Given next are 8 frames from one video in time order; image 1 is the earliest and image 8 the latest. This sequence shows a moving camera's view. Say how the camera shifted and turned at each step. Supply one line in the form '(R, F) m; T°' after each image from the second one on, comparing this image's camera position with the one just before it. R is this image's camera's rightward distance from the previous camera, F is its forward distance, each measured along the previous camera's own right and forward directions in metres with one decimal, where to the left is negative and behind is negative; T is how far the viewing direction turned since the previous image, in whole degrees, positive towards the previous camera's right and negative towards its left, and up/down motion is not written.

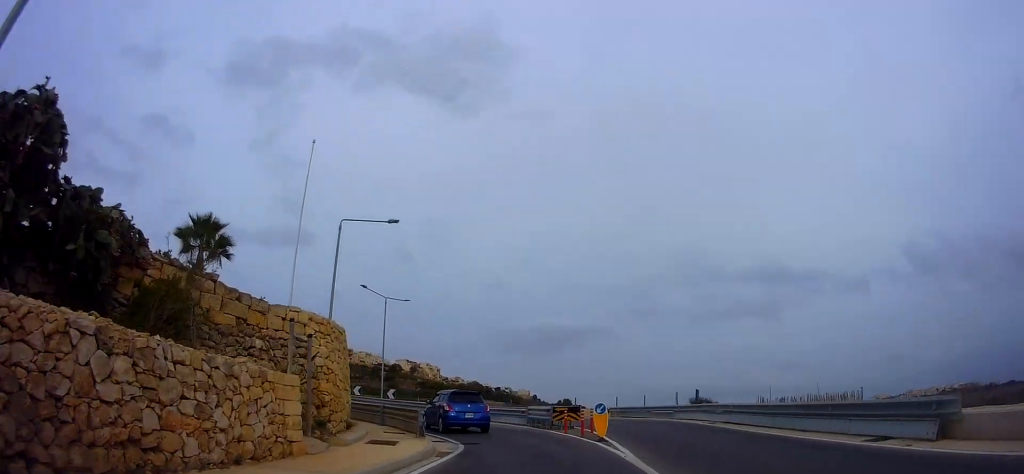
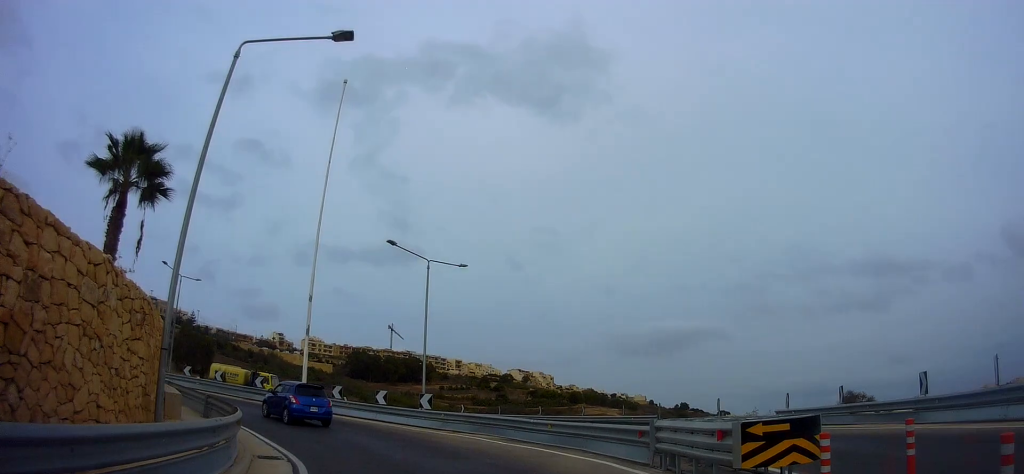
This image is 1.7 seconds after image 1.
(-0.7, +16.7) m; -8°
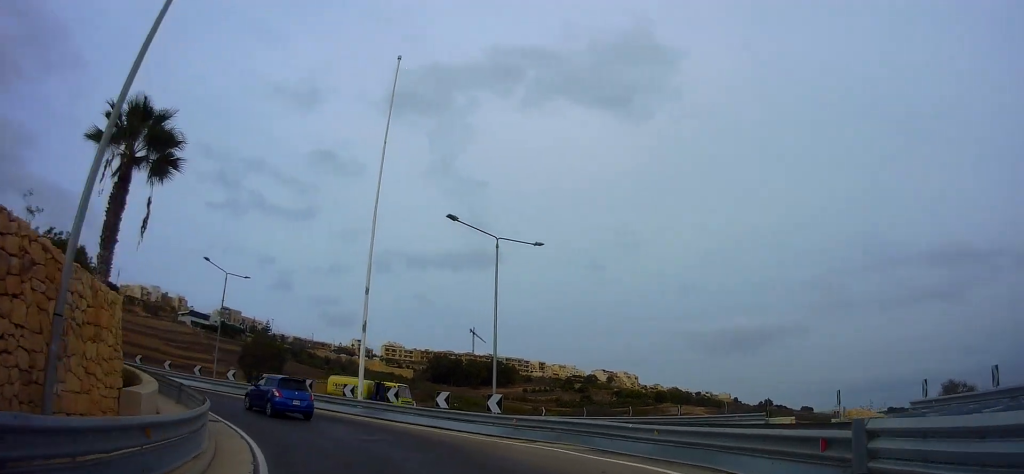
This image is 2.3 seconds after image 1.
(+0.1, +4.7) m; -6°
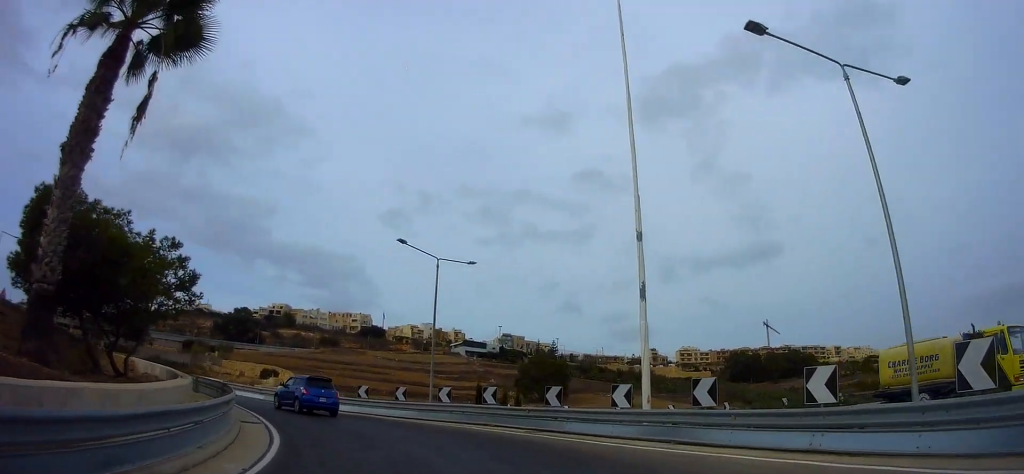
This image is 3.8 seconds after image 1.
(-2.8, +11.5) m; -24°
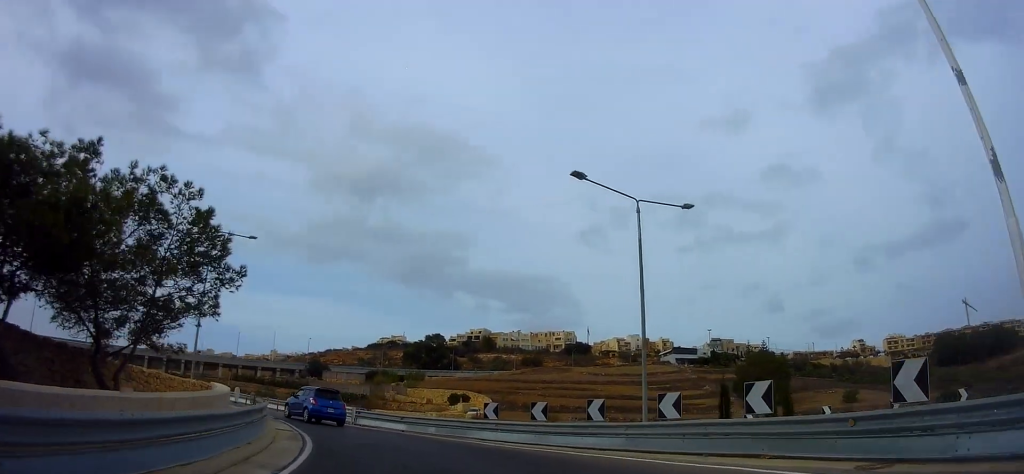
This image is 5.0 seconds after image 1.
(-1.5, +9.2) m; -23°
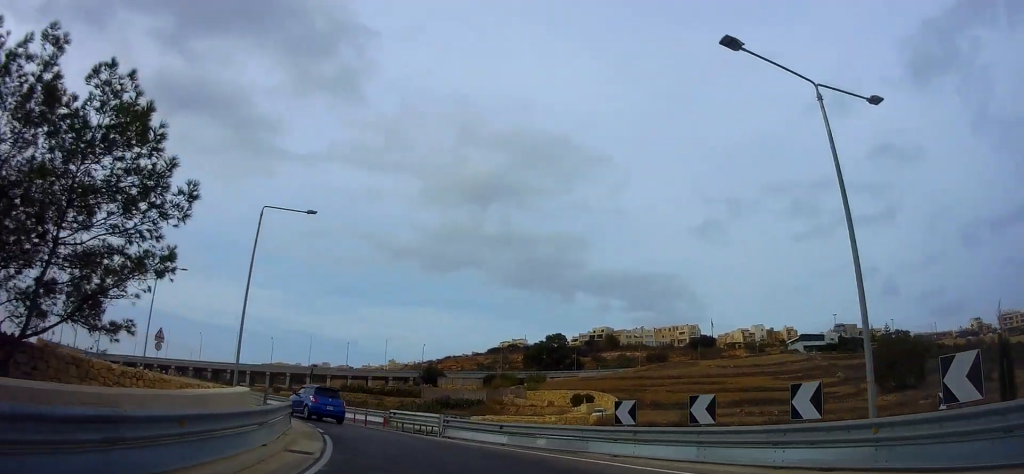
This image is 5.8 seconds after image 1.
(-1.1, +6.0) m; -12°
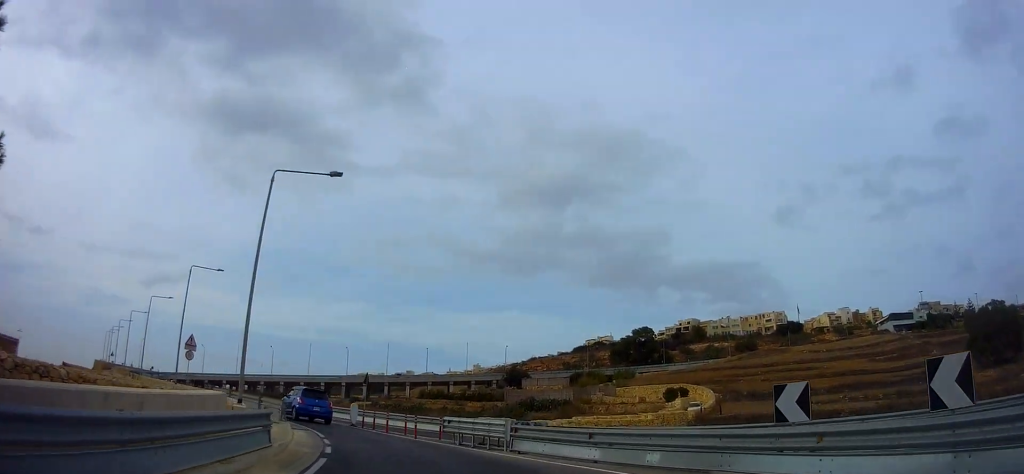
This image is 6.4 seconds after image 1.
(-0.4, +5.3) m; -10°
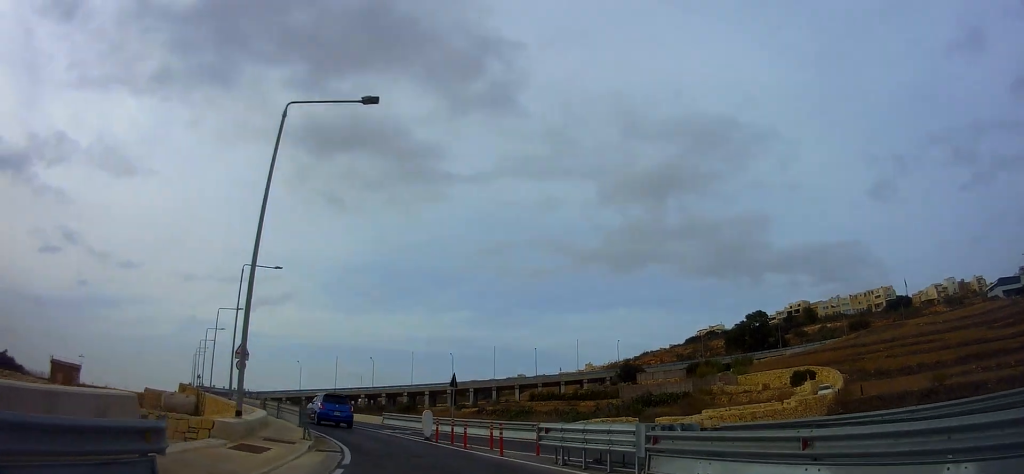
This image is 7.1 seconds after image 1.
(+0.3, +5.8) m; -12°
